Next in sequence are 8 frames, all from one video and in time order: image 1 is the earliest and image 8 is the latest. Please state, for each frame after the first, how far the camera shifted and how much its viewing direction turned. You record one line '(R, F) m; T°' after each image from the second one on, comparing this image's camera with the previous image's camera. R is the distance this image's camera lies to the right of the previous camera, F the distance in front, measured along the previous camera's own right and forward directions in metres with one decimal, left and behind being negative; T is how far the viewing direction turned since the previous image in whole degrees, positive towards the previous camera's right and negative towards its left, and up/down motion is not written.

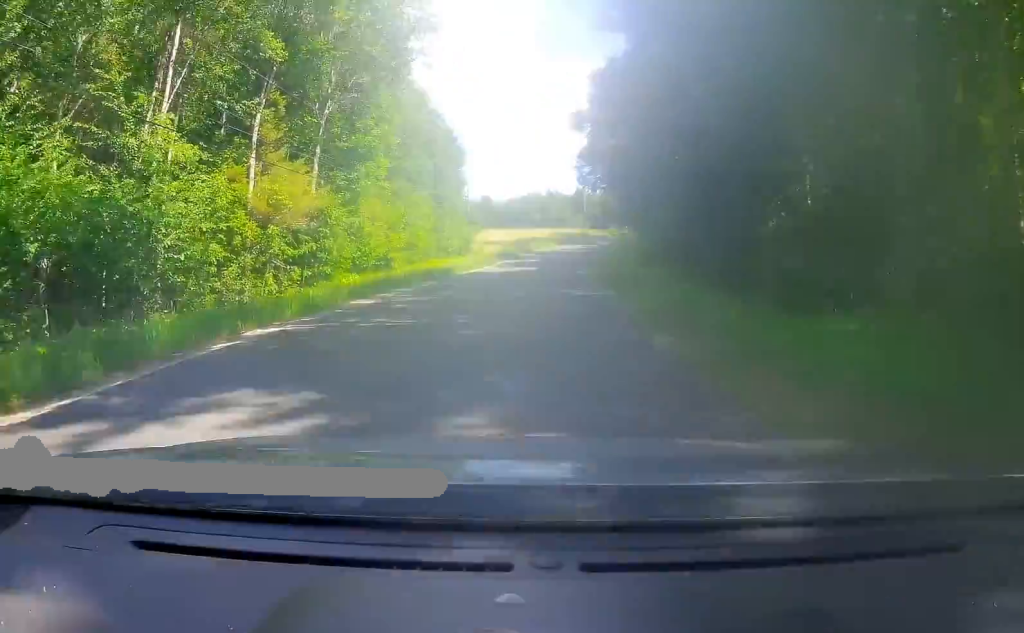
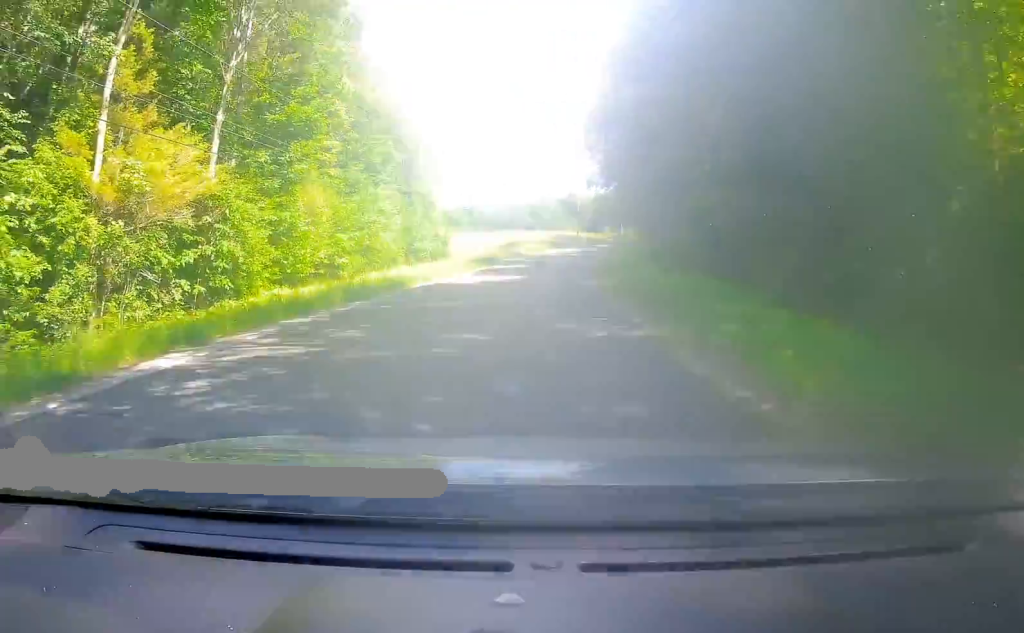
(+0.1, +10.7) m; 0°
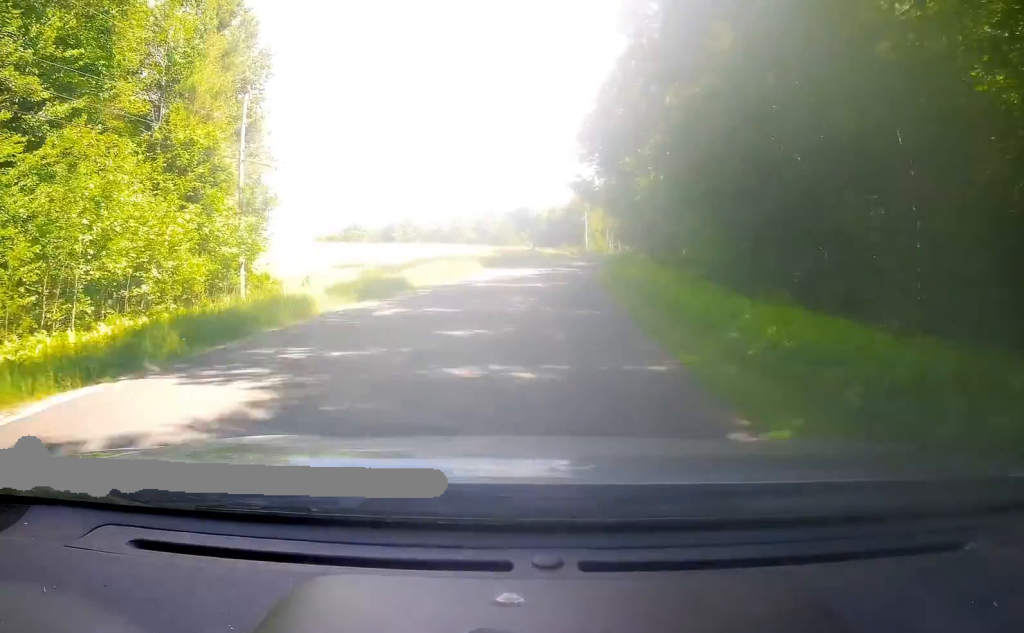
(+1.0, +38.0) m; +4°
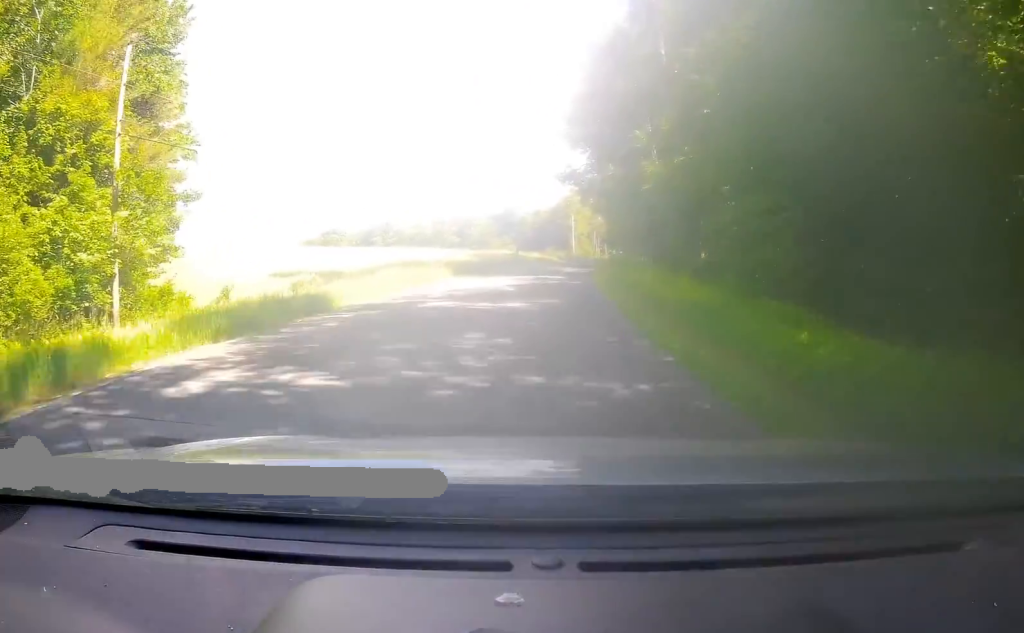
(+0.1, +8.1) m; +1°
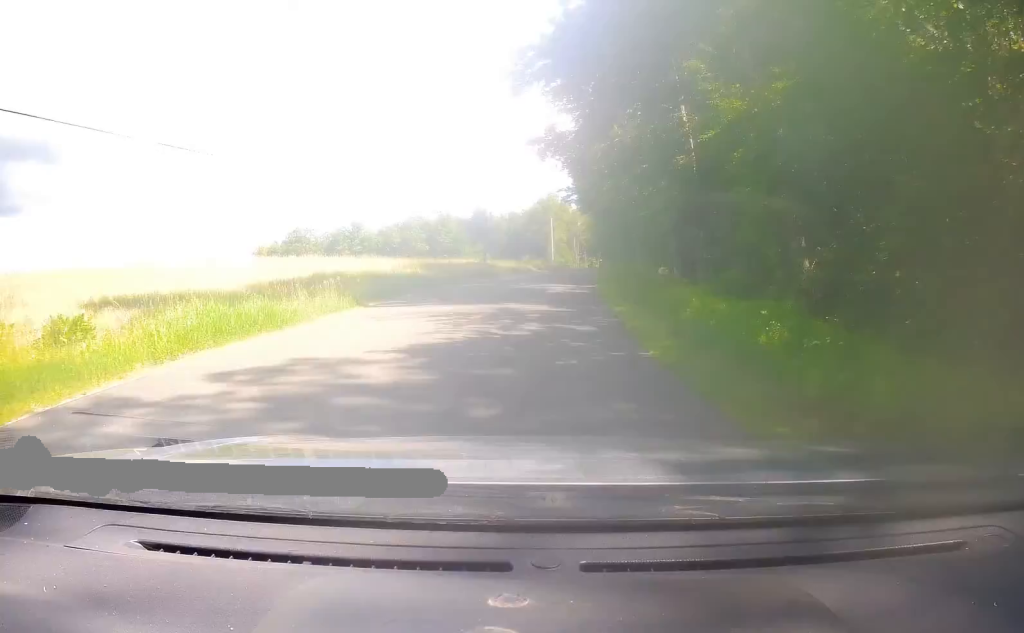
(+0.1, +14.1) m; +3°
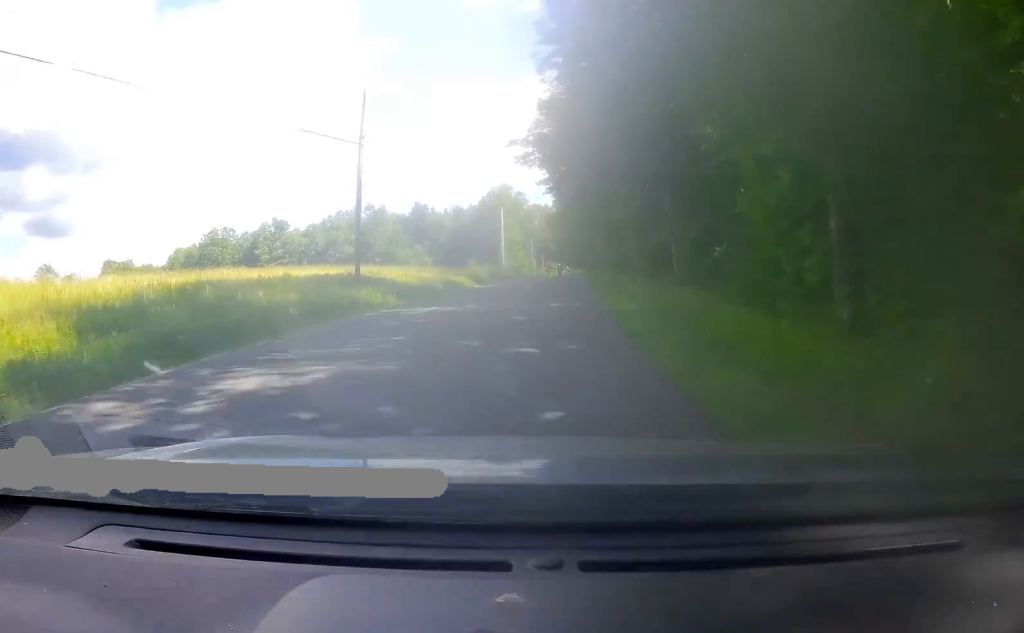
(+2.1, +32.1) m; +6°
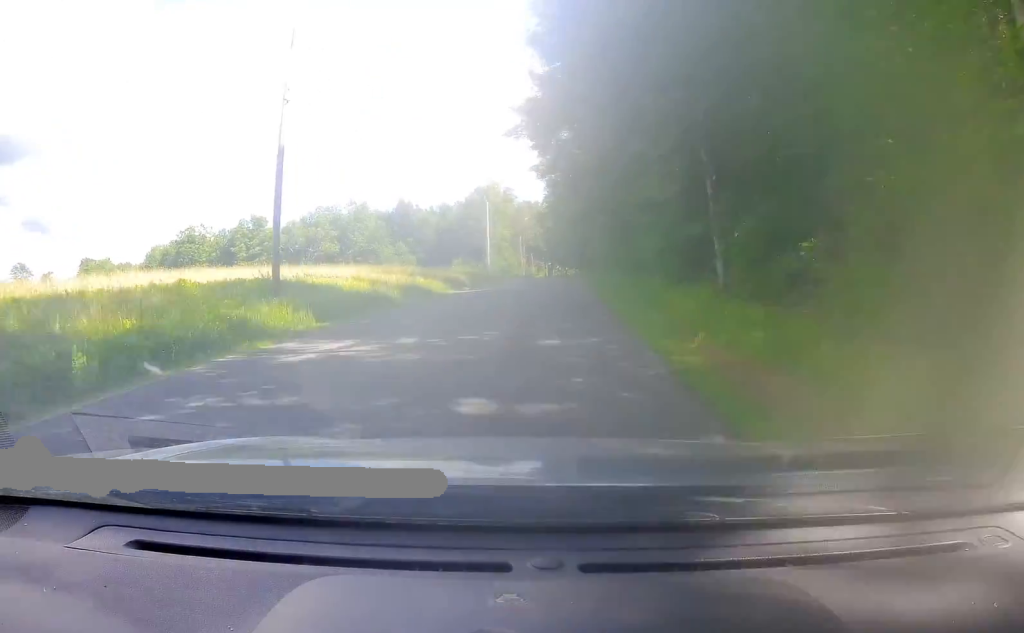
(0.0, +8.1) m; 0°
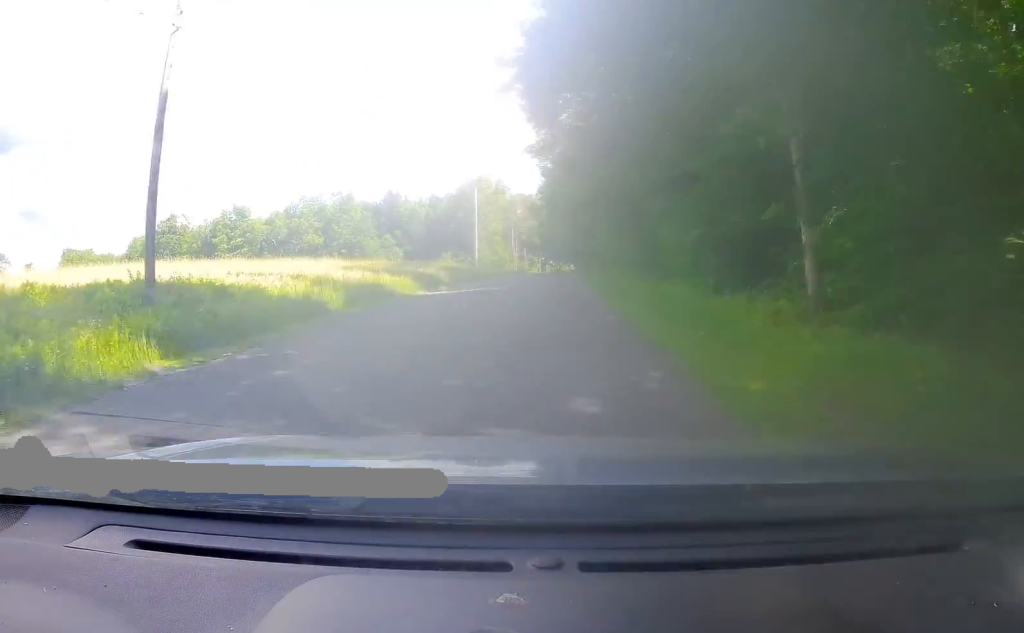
(0.0, +8.1) m; +1°
